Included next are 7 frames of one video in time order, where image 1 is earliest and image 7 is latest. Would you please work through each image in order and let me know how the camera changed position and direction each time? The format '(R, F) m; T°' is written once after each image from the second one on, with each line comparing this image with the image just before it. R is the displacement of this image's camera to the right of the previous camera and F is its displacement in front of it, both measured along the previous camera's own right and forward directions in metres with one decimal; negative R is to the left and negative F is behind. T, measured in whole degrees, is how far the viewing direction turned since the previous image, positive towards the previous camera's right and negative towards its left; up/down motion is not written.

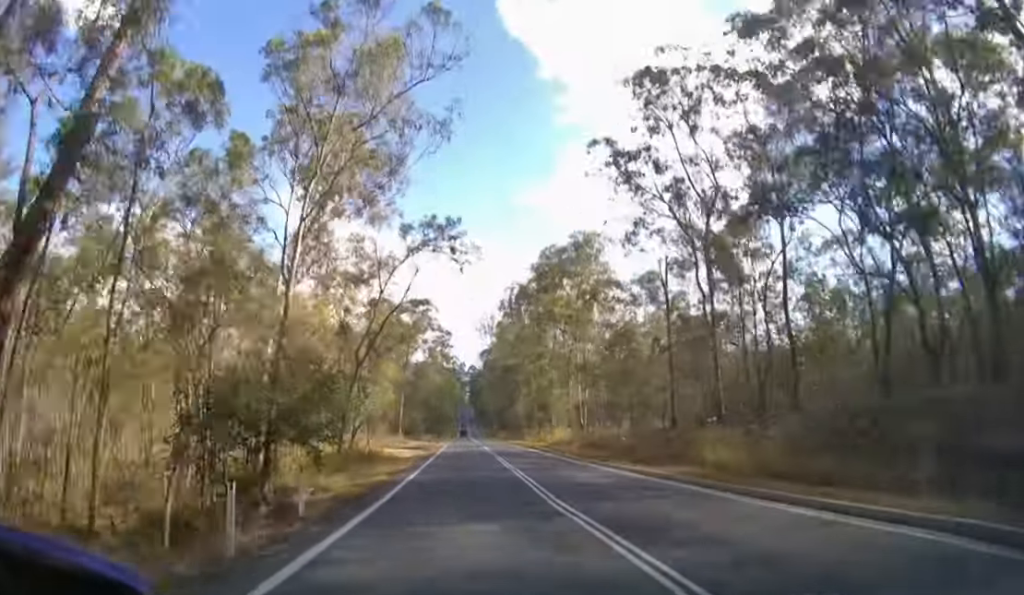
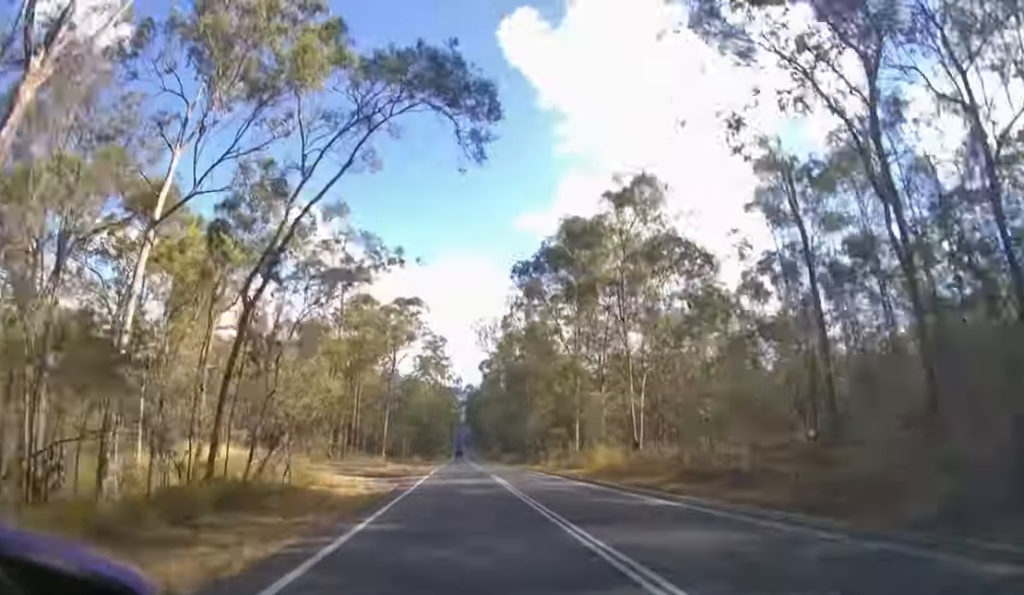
(0.0, +17.5) m; 0°
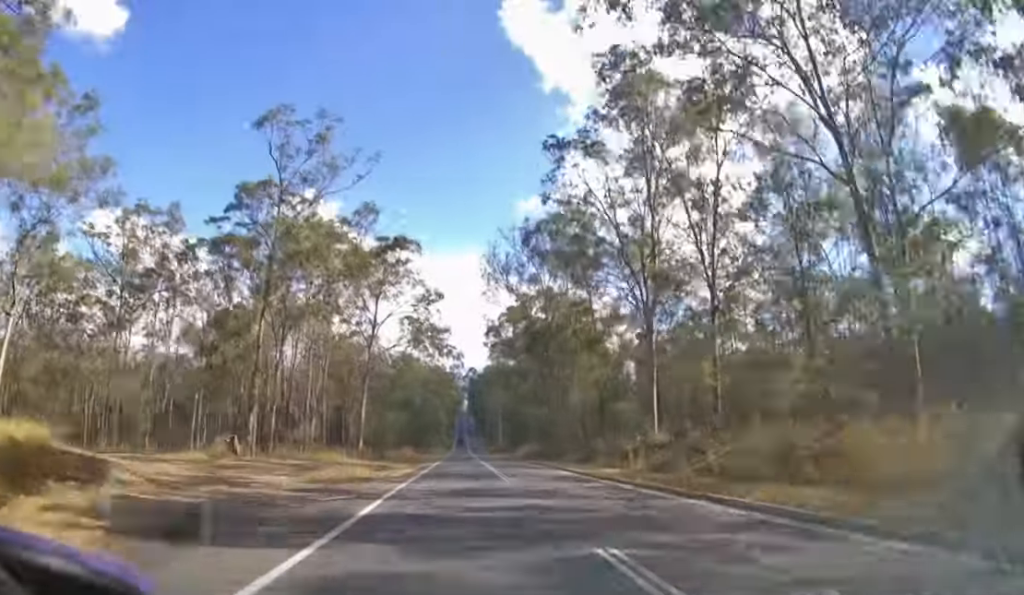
(0.0, +25.0) m; 0°
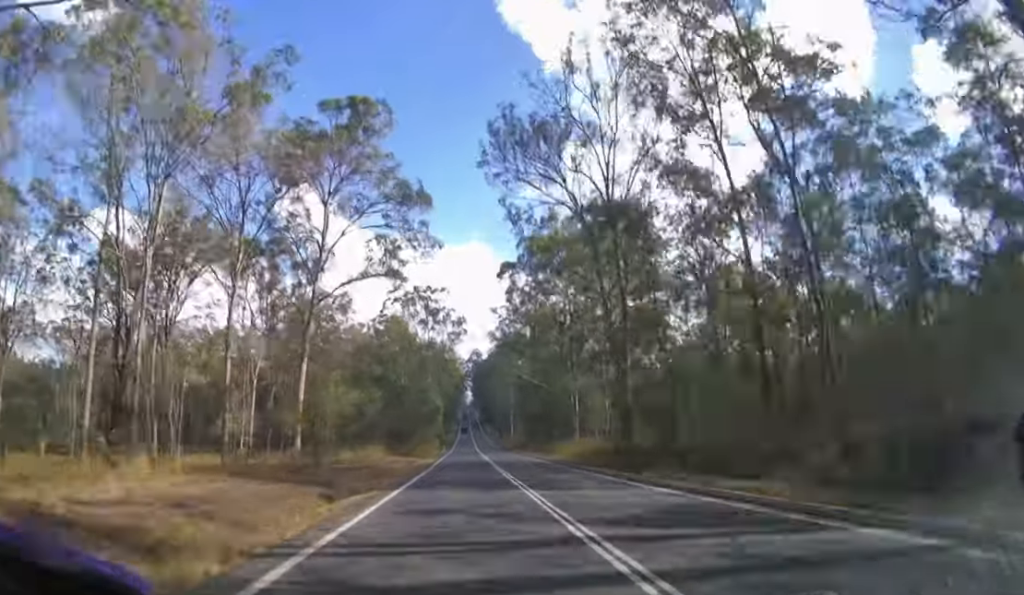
(-0.2, +32.3) m; 0°
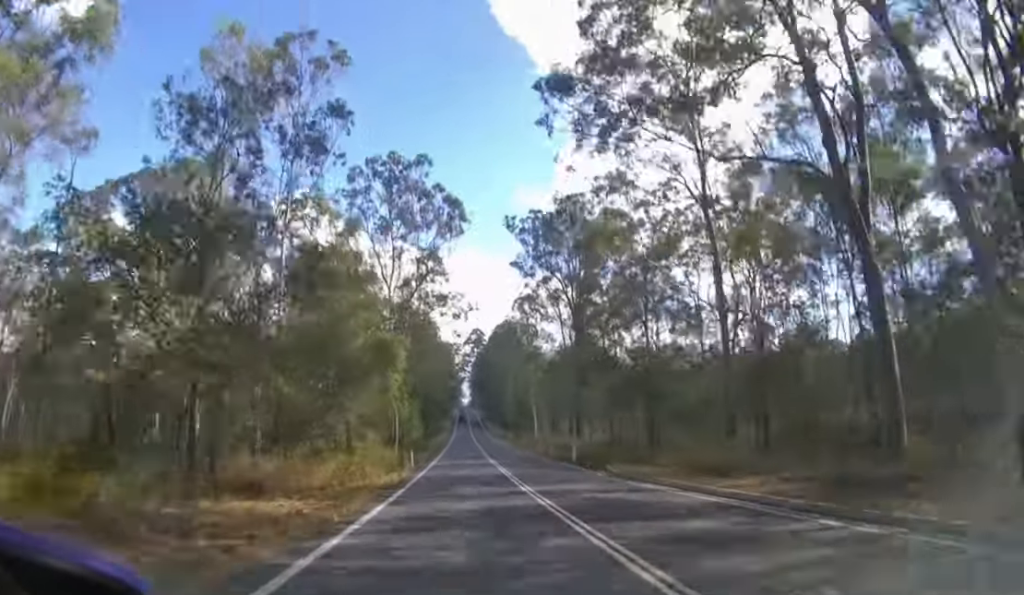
(0.0, +48.1) m; 0°
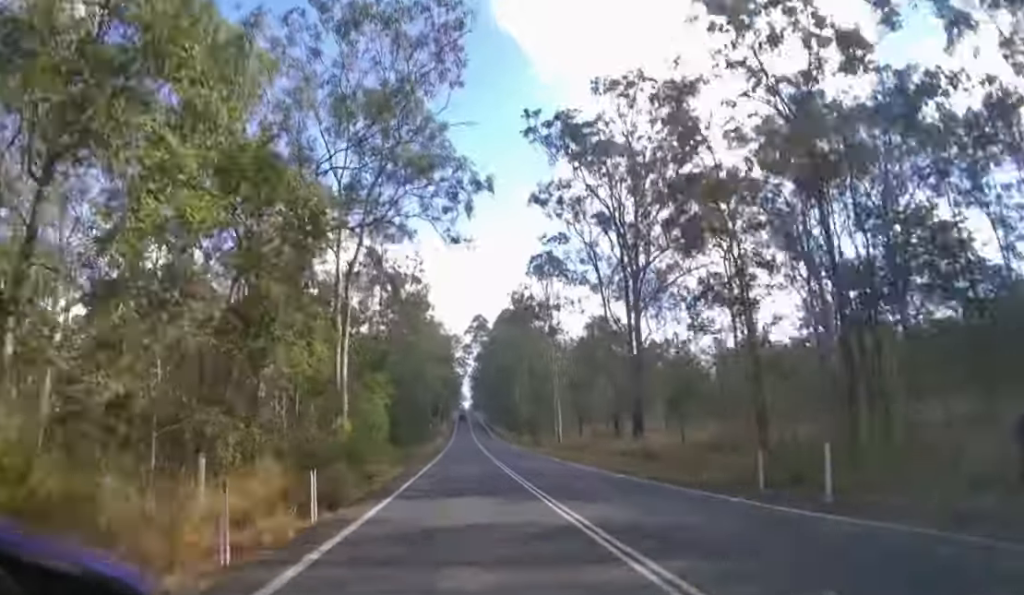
(0.0, +19.9) m; 0°
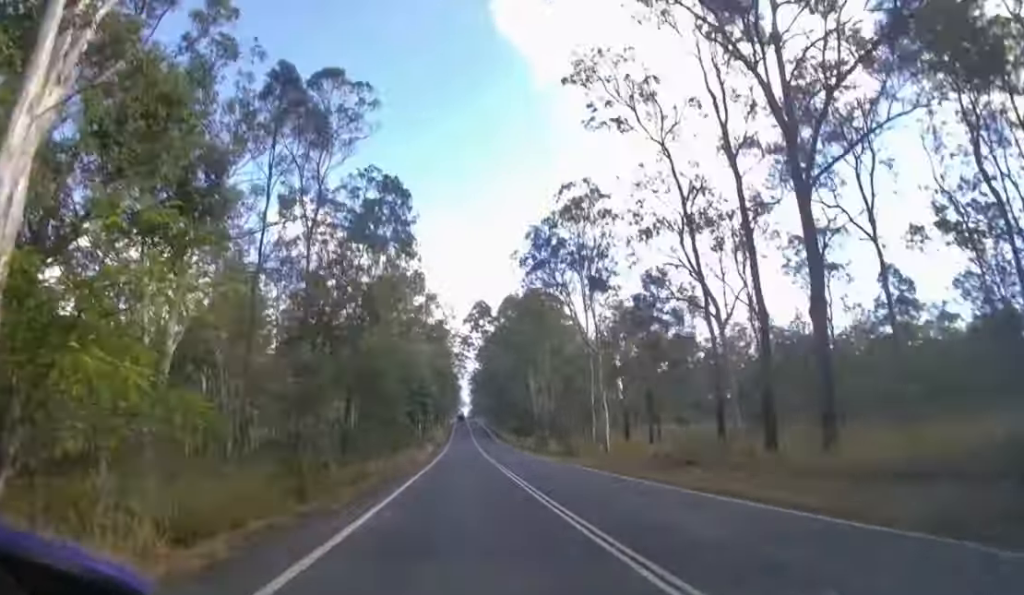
(+0.1, +18.1) m; 0°
